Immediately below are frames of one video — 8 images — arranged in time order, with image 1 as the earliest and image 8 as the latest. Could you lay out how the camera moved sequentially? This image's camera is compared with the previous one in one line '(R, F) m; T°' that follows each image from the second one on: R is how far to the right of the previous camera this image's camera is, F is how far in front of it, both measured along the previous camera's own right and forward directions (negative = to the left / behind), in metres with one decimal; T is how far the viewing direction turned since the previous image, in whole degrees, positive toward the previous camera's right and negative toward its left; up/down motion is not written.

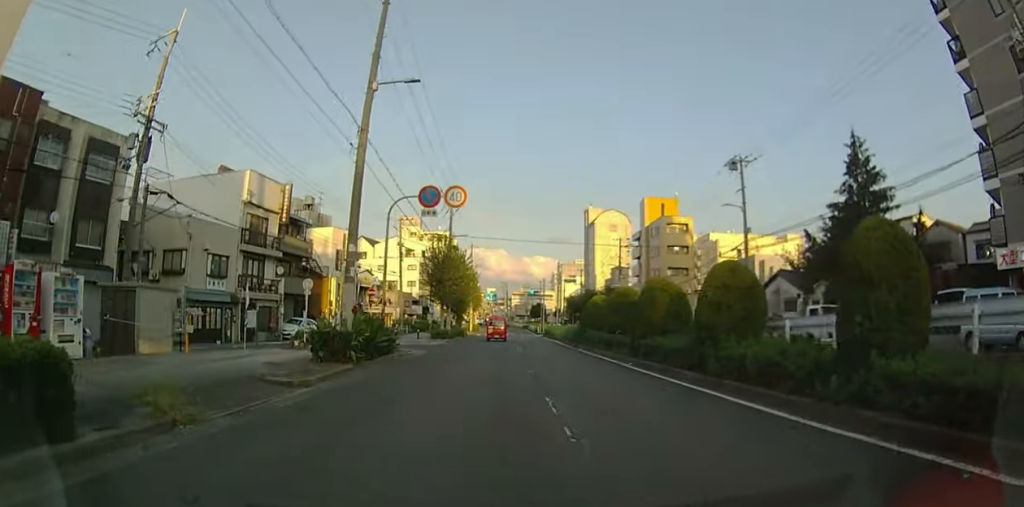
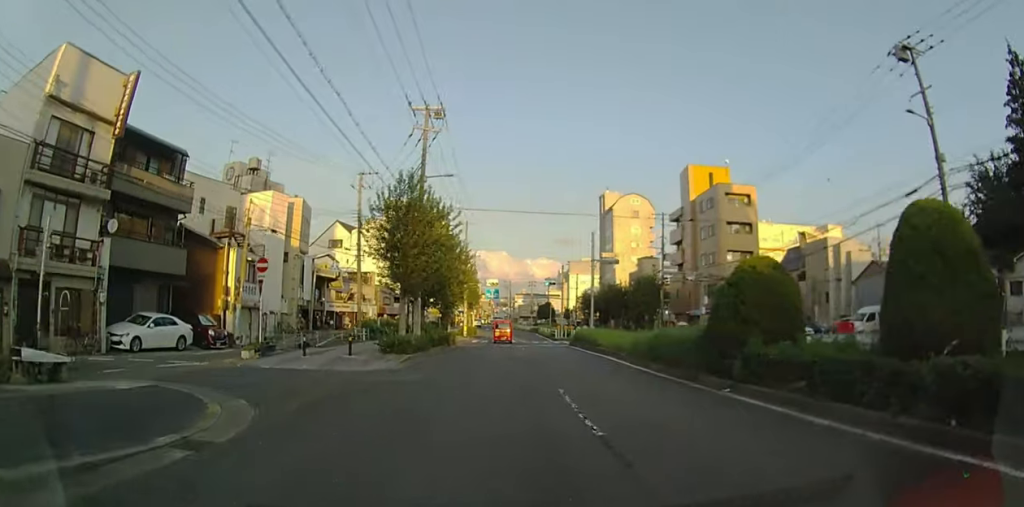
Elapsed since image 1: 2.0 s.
(-0.1, +18.6) m; 0°
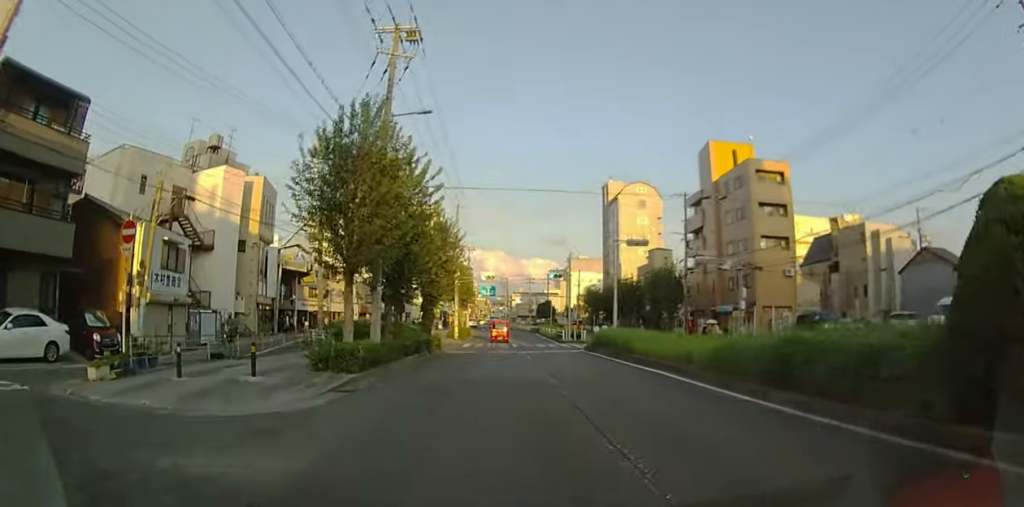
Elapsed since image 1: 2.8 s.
(0.0, +7.9) m; 0°
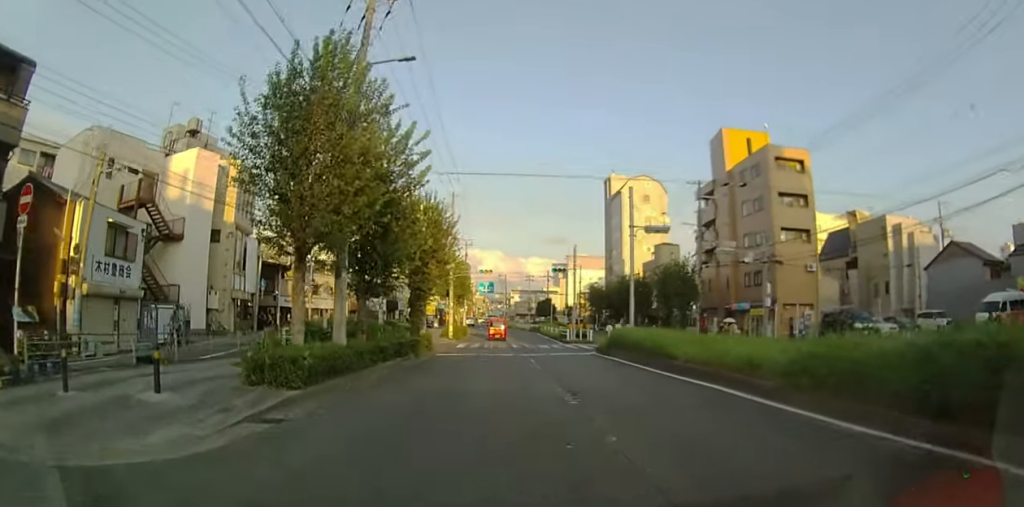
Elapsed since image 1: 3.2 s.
(0.0, +3.8) m; 0°
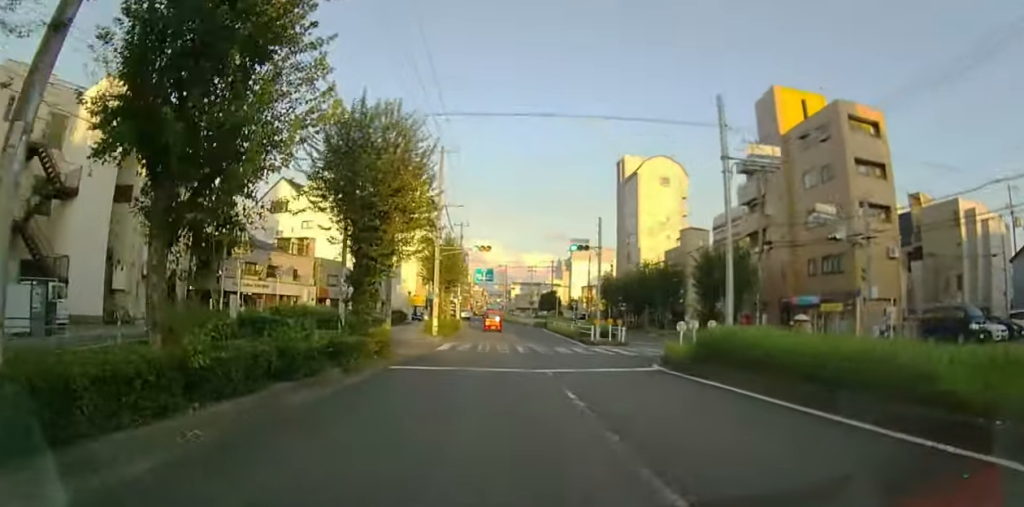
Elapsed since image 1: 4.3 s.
(-0.1, +10.8) m; 0°
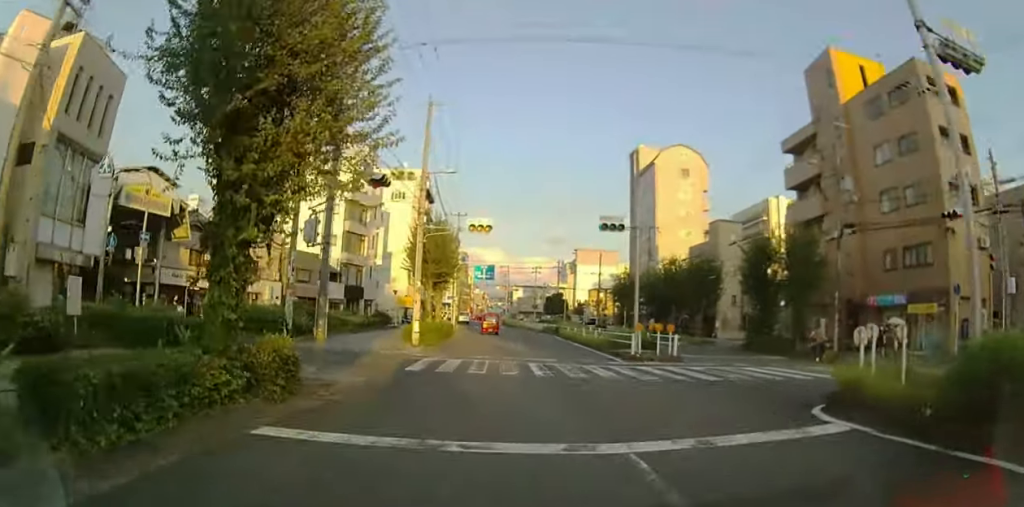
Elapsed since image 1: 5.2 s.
(0.0, +8.5) m; 0°
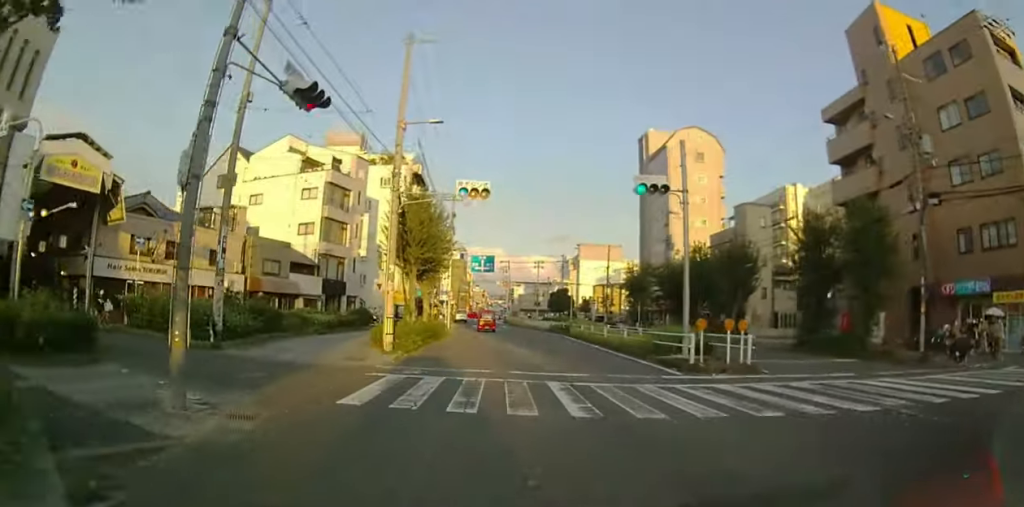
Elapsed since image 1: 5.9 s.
(0.0, +6.4) m; 0°
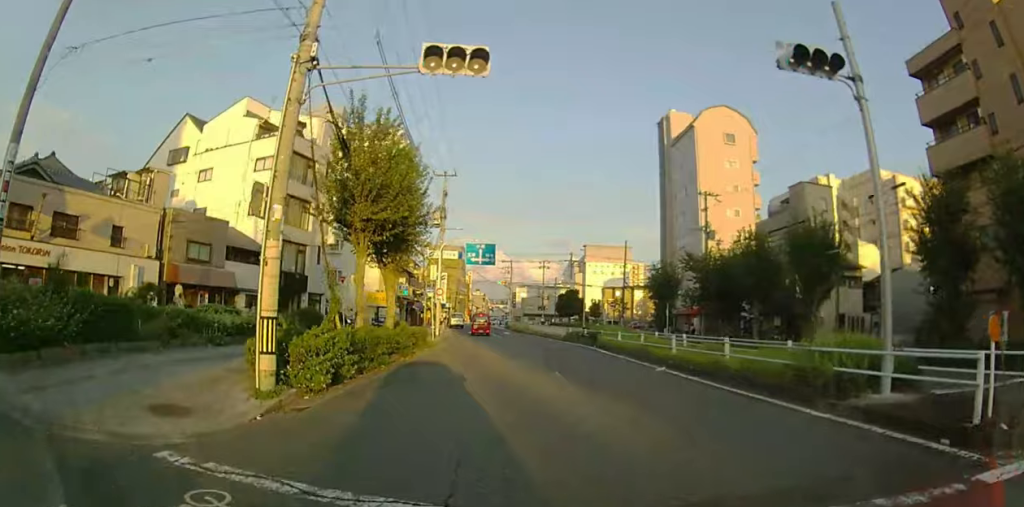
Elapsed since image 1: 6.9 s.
(-0.1, +10.0) m; -1°
